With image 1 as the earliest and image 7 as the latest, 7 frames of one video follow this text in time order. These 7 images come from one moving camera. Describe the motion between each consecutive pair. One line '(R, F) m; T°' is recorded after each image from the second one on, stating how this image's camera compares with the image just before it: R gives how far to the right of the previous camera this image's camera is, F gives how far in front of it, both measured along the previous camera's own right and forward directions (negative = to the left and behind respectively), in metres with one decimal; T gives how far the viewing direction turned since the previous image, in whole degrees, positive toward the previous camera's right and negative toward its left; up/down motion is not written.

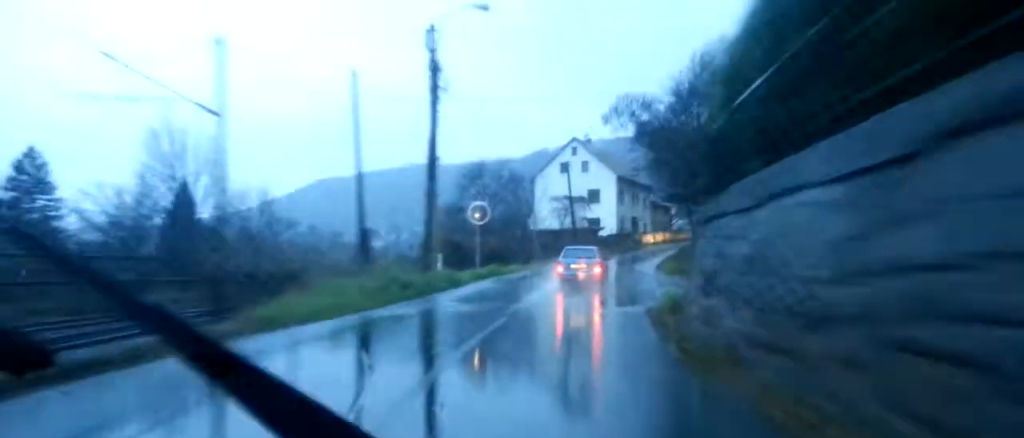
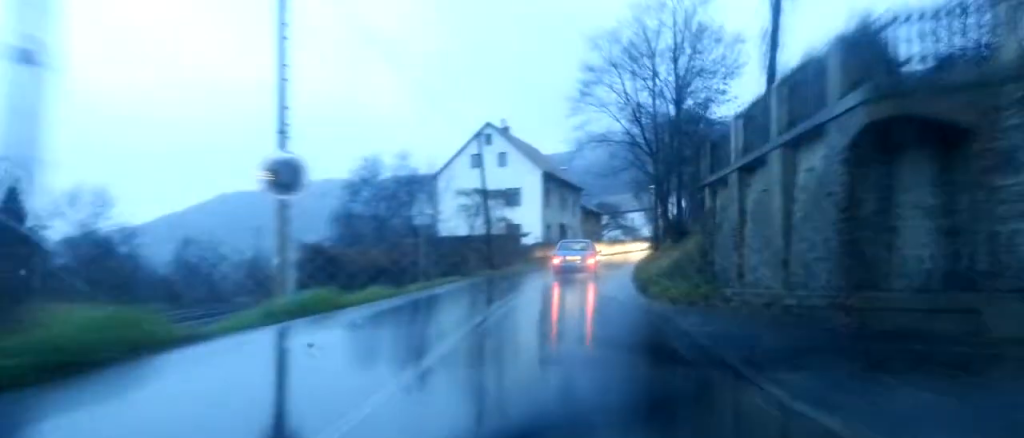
(-0.1, +19.2) m; 0°
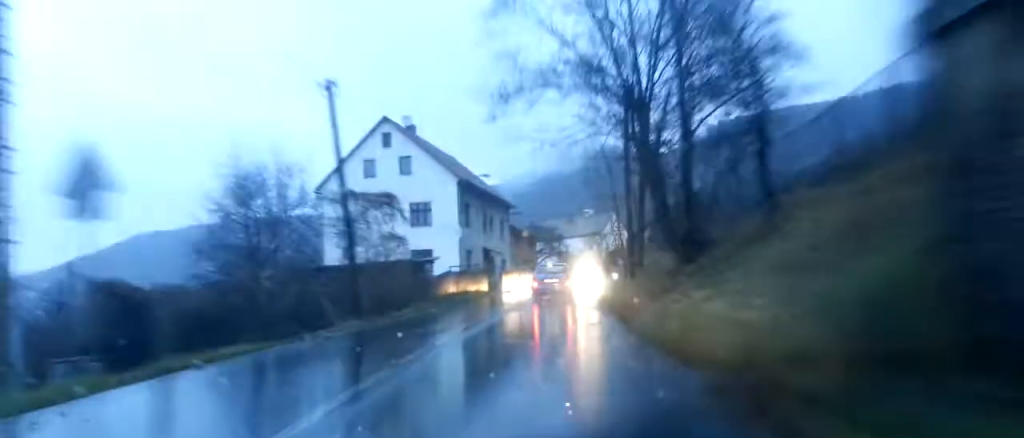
(+0.3, +16.9) m; +4°
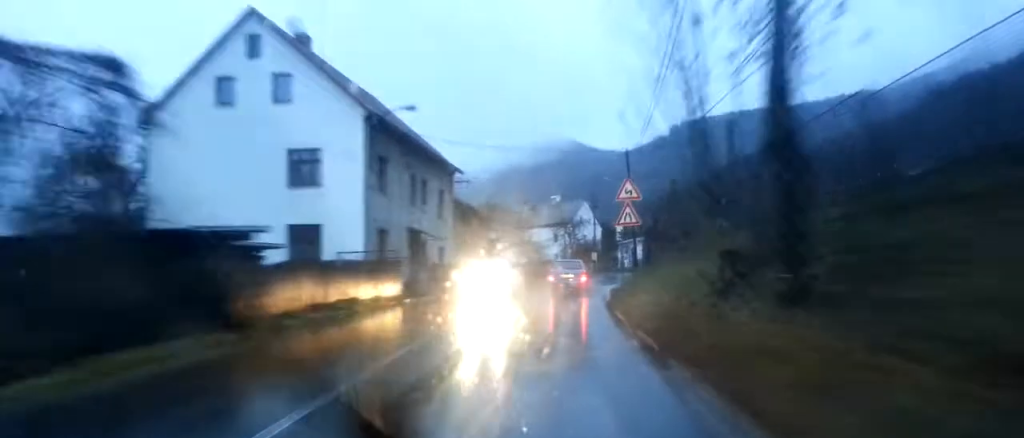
(+0.7, +20.3) m; +4°
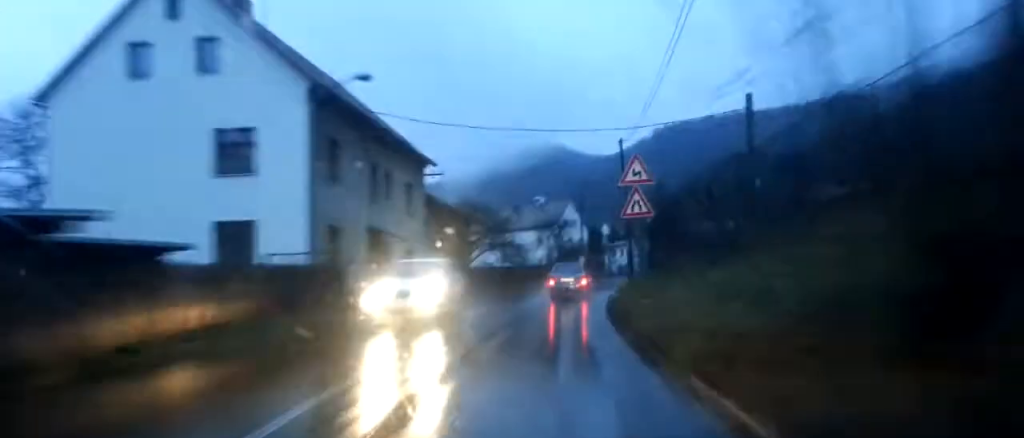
(-0.1, +6.2) m; +2°
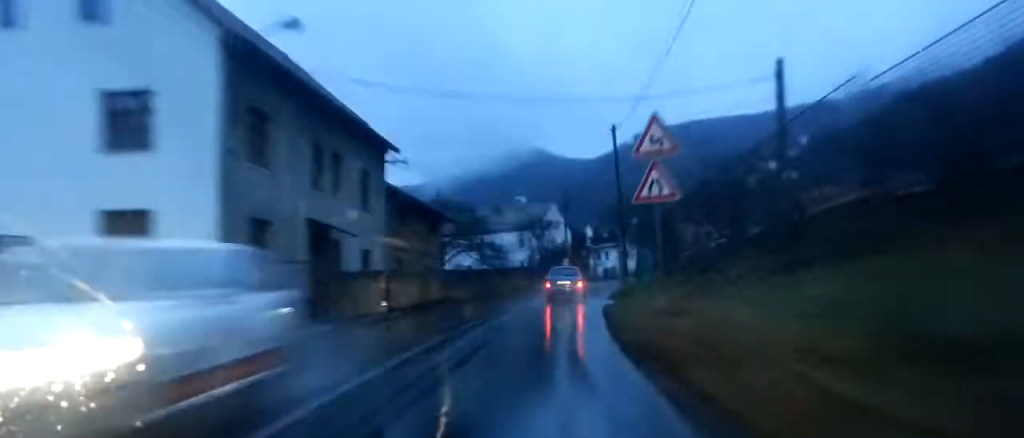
(+0.3, +6.0) m; +2°
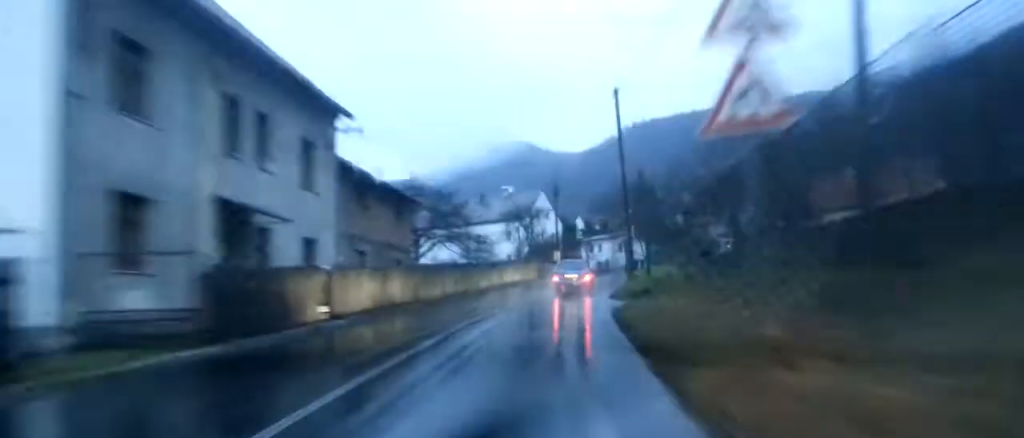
(+0.2, +6.9) m; +2°
